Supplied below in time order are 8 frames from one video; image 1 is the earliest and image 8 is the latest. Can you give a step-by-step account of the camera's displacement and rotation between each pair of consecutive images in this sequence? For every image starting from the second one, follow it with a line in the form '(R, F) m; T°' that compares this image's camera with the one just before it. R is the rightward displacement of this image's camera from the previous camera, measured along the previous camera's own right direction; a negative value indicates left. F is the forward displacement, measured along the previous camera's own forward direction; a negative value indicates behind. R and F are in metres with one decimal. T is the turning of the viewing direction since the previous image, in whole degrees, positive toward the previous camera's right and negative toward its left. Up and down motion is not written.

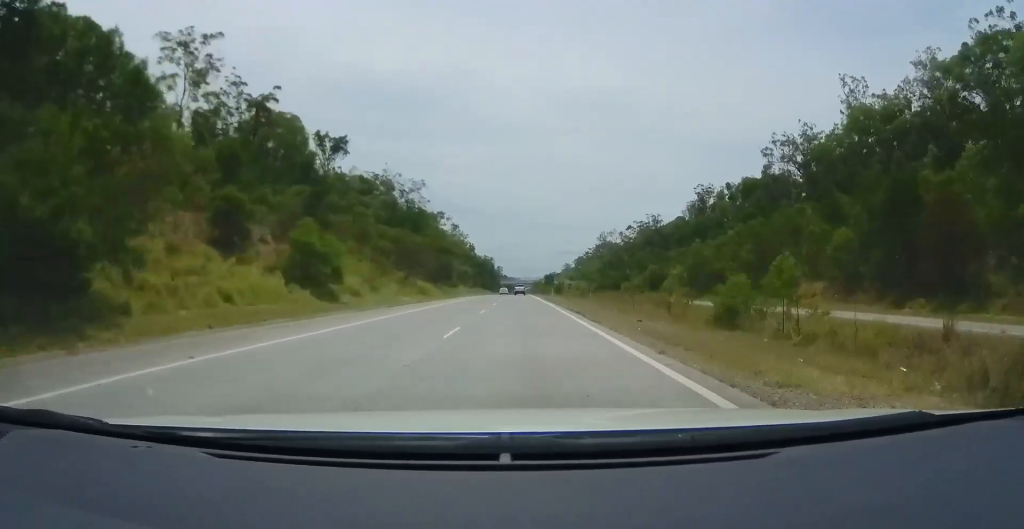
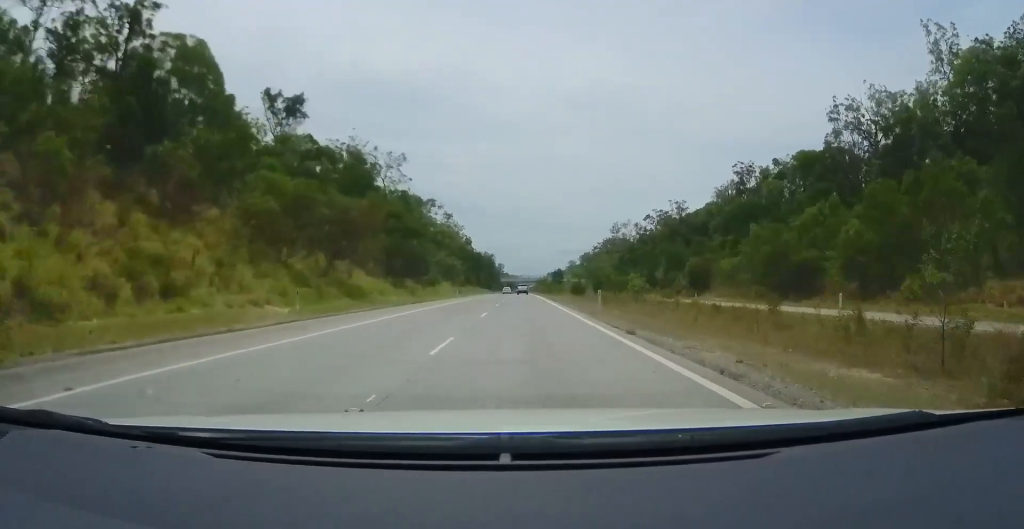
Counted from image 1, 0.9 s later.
(+0.4, +28.0) m; 0°
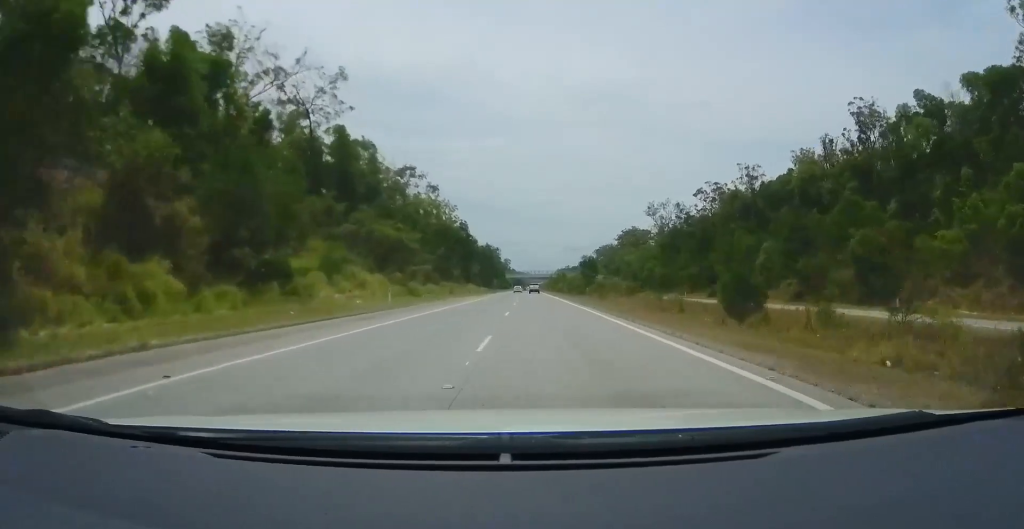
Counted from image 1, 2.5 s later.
(-1.2, +47.4) m; -2°
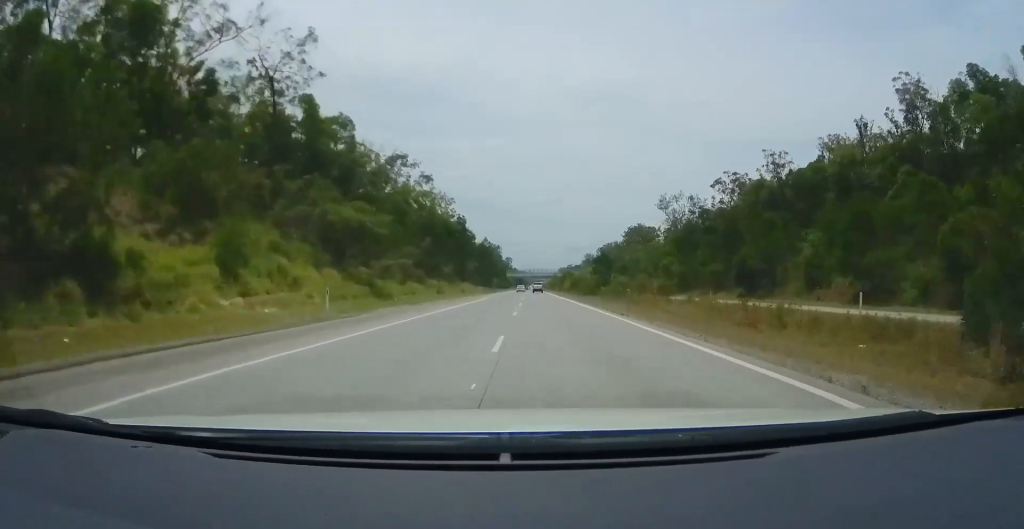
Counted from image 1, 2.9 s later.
(-0.1, +12.1) m; 0°
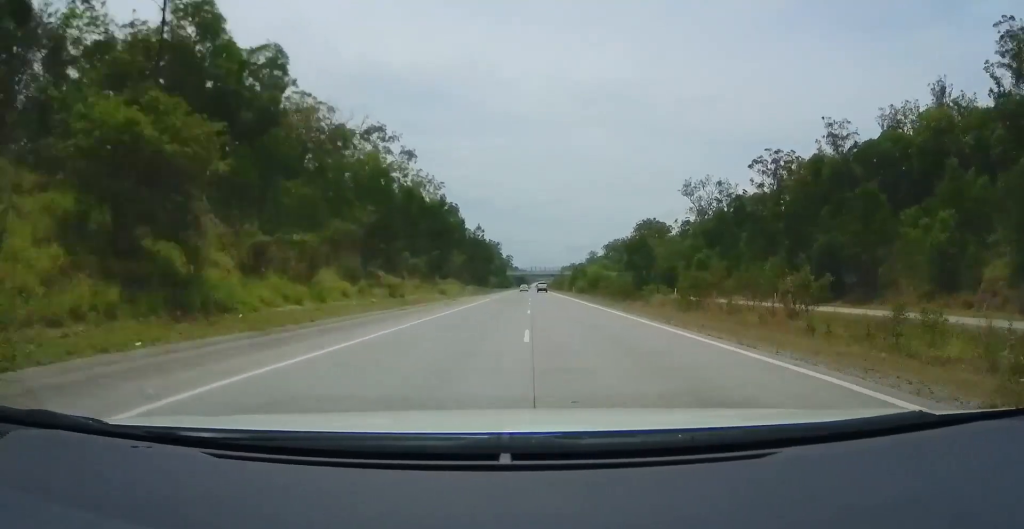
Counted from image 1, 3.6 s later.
(0.0, +21.8) m; +1°
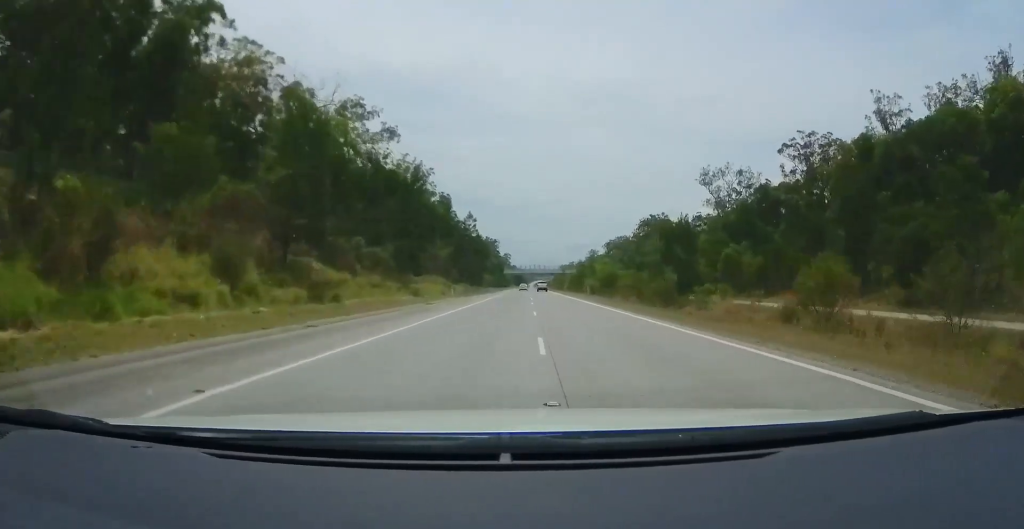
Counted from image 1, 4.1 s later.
(0.0, +14.5) m; +1°
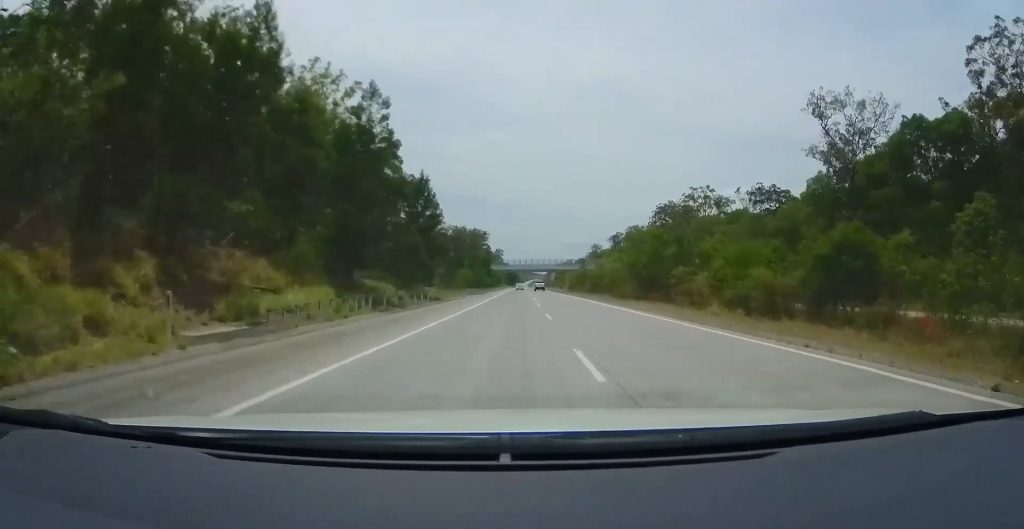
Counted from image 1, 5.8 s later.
(+0.6, +50.8) m; 0°
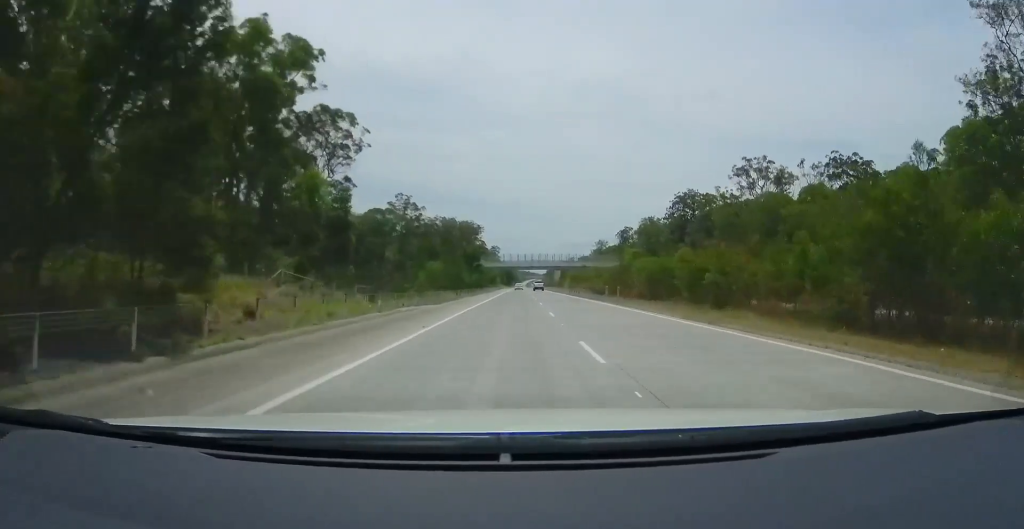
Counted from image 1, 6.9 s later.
(-0.1, +33.8) m; +1°
